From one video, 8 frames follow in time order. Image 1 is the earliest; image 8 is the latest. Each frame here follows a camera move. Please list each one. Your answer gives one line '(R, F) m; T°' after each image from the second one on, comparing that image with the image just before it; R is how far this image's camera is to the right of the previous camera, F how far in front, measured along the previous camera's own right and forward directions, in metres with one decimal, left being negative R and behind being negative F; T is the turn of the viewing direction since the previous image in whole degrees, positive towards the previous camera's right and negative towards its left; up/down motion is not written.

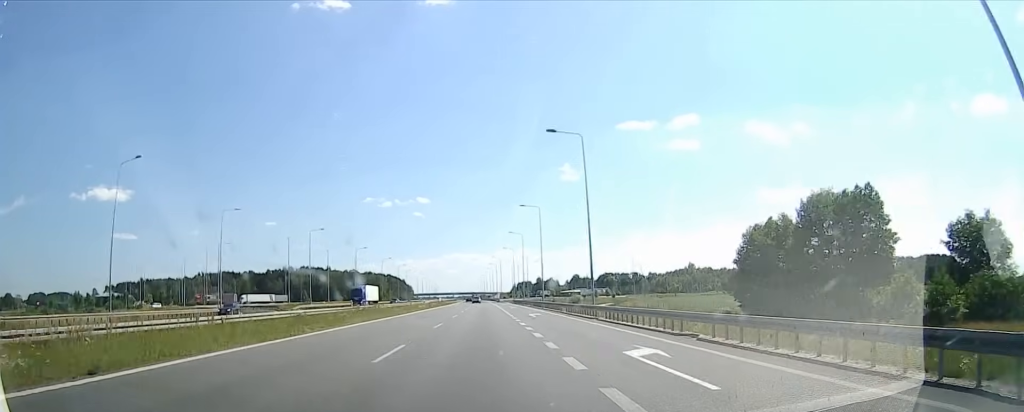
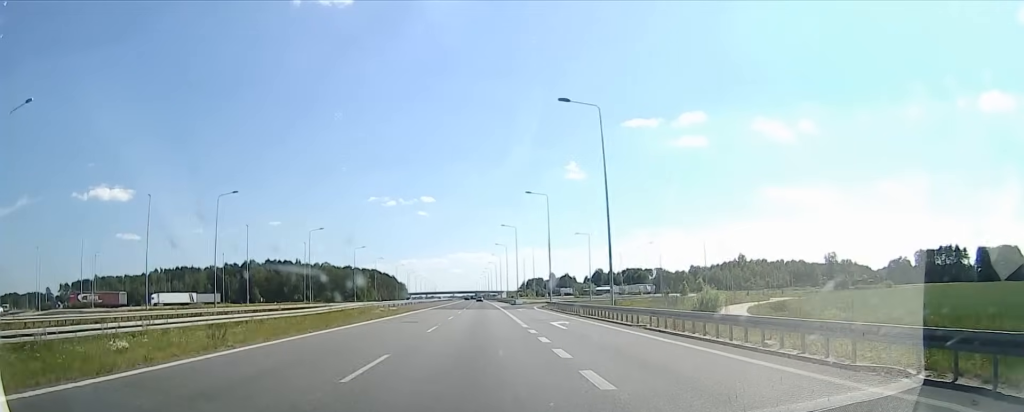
(+0.5, +74.4) m; 0°
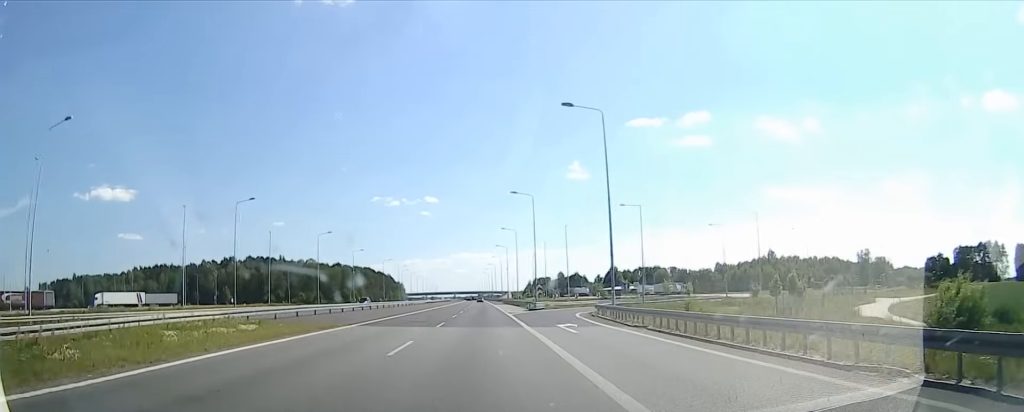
(0.0, +32.0) m; -1°
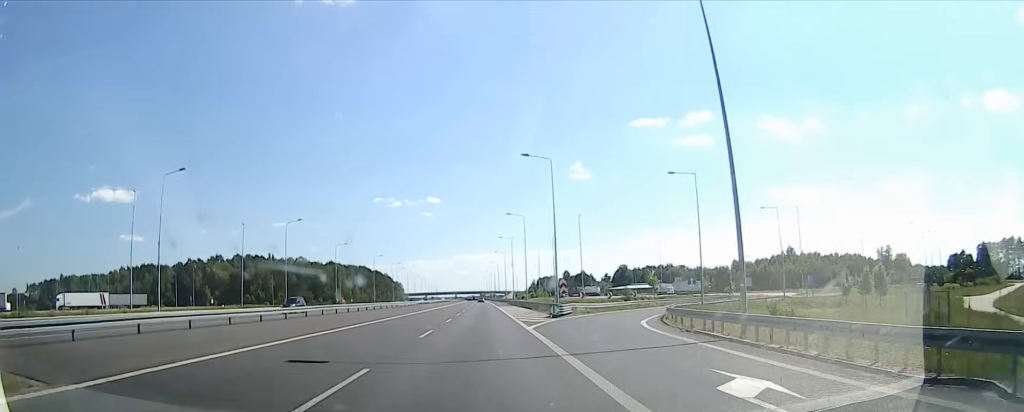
(-0.3, +18.1) m; -1°
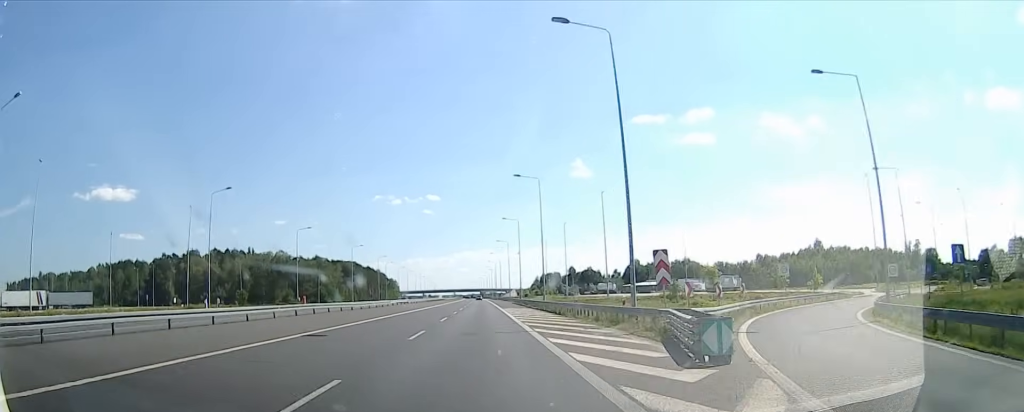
(-0.2, +25.3) m; -1°
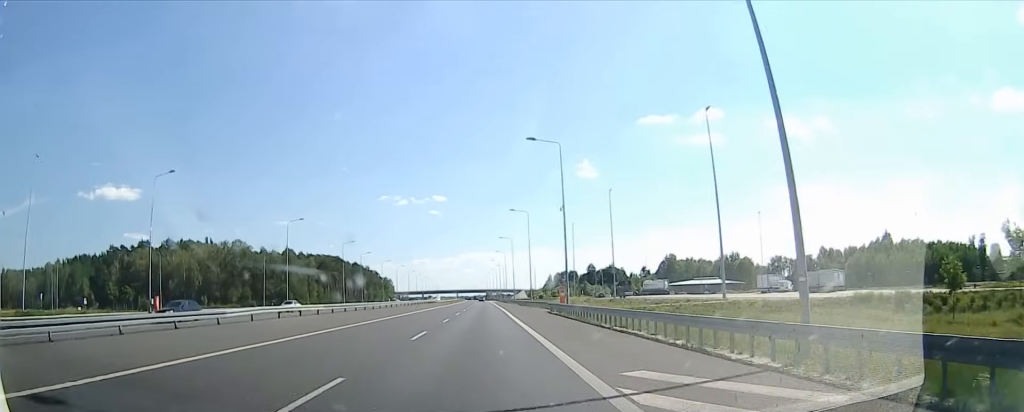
(0.0, +47.4) m; 0°
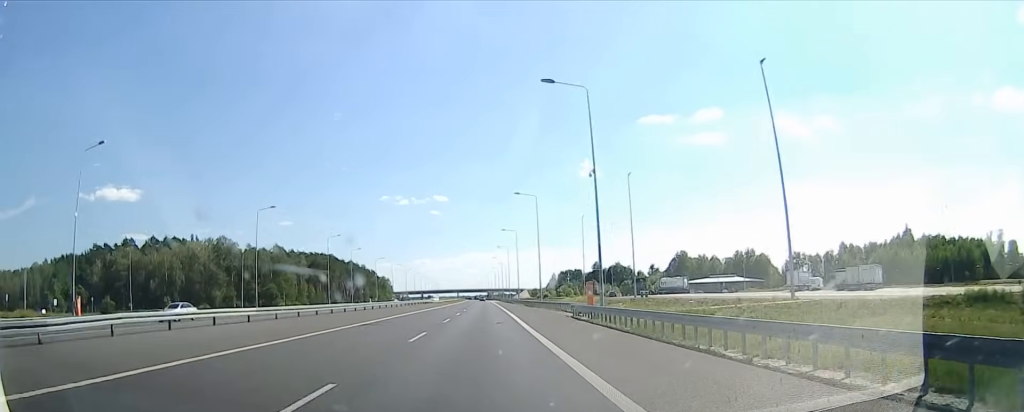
(0.0, +12.5) m; 0°
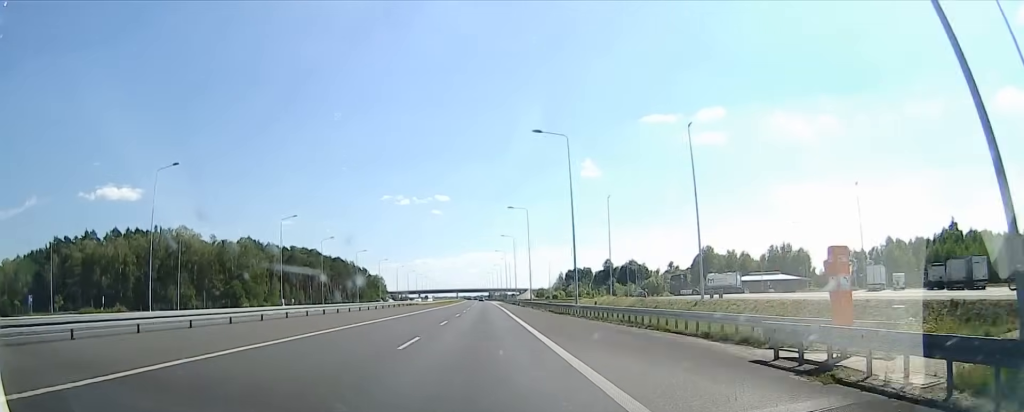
(0.0, +26.1) m; 0°
